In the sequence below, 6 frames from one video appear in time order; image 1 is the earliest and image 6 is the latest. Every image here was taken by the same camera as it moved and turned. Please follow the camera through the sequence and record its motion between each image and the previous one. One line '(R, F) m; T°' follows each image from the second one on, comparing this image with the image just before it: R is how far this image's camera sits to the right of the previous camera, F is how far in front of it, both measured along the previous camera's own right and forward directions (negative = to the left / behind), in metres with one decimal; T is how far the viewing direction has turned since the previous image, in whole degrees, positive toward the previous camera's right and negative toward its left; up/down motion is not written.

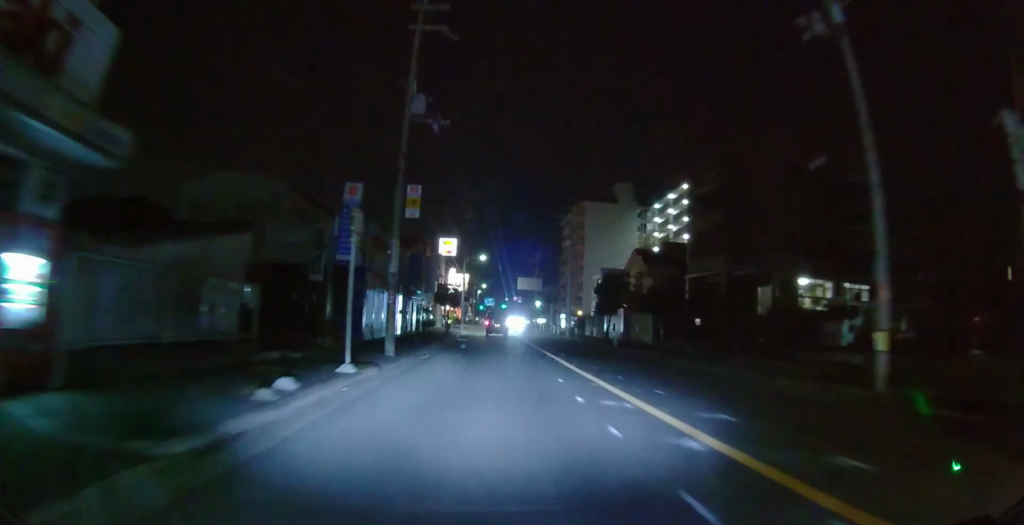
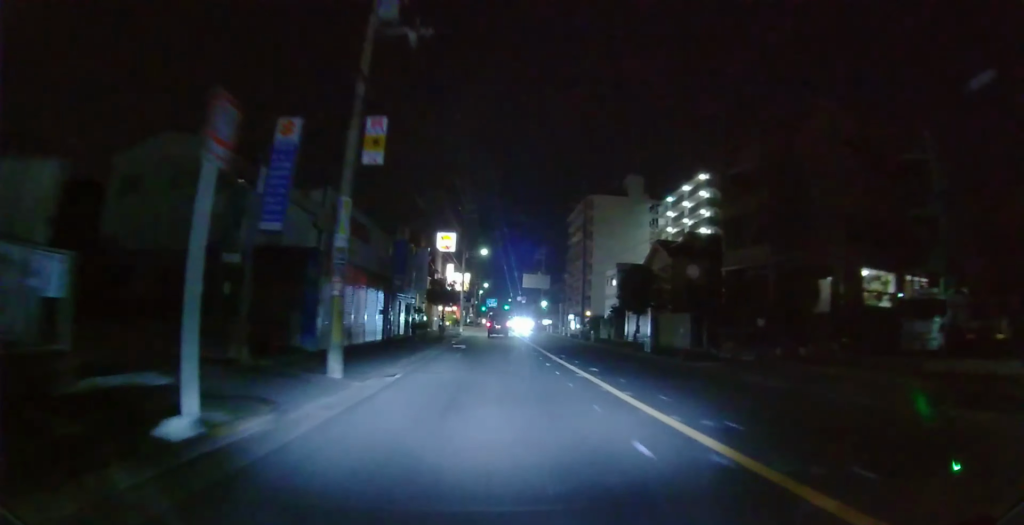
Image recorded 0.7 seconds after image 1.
(0.0, +6.5) m; 0°
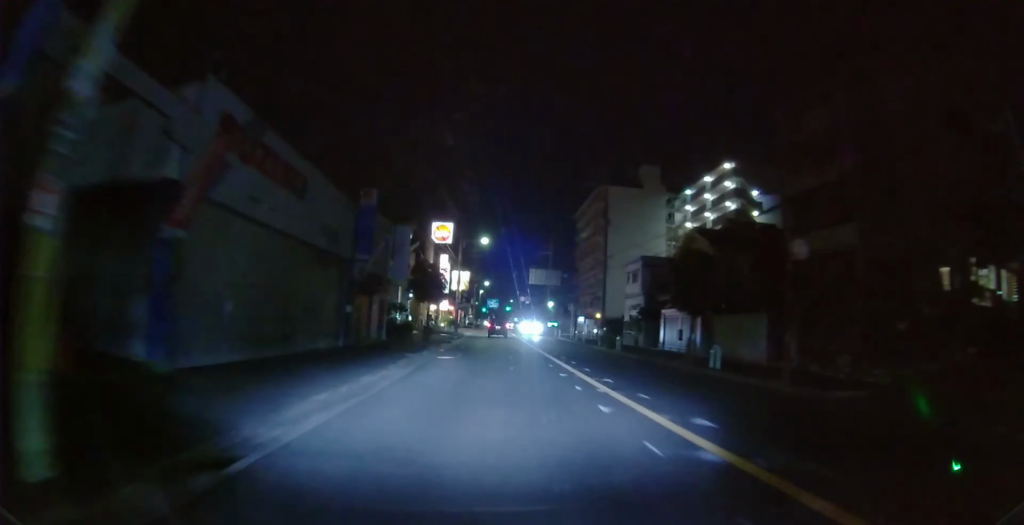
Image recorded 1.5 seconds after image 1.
(0.0, +8.1) m; 0°
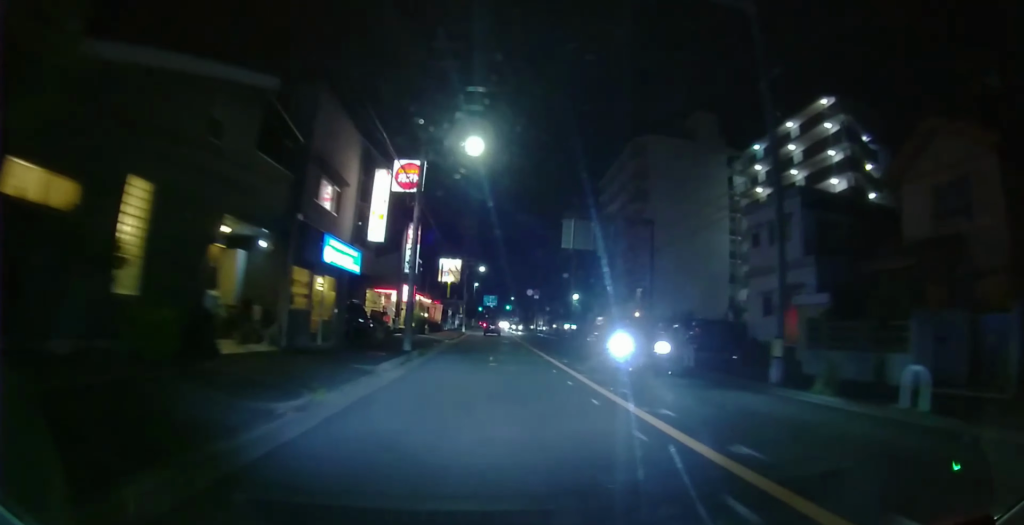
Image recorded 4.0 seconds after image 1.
(0.0, +24.7) m; 0°
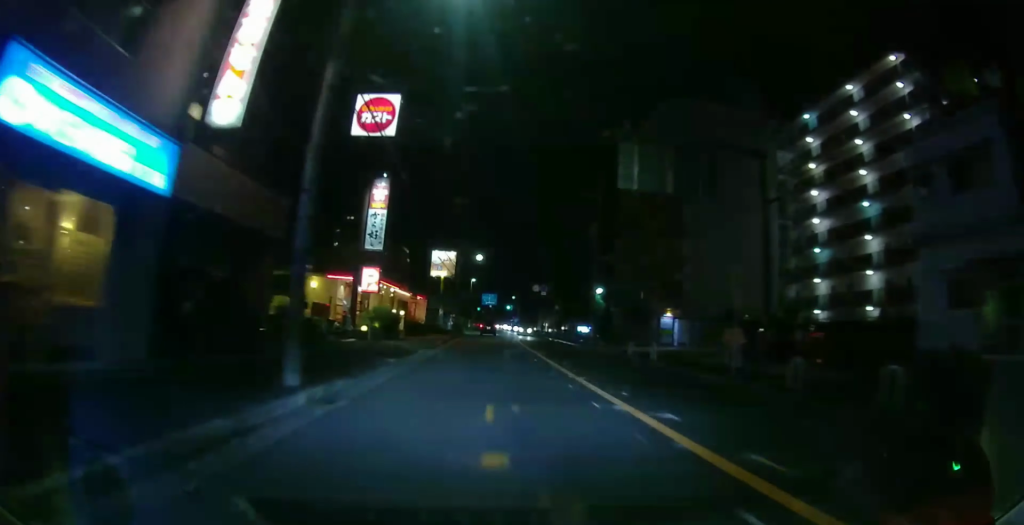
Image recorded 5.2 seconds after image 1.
(0.0, +11.7) m; 0°
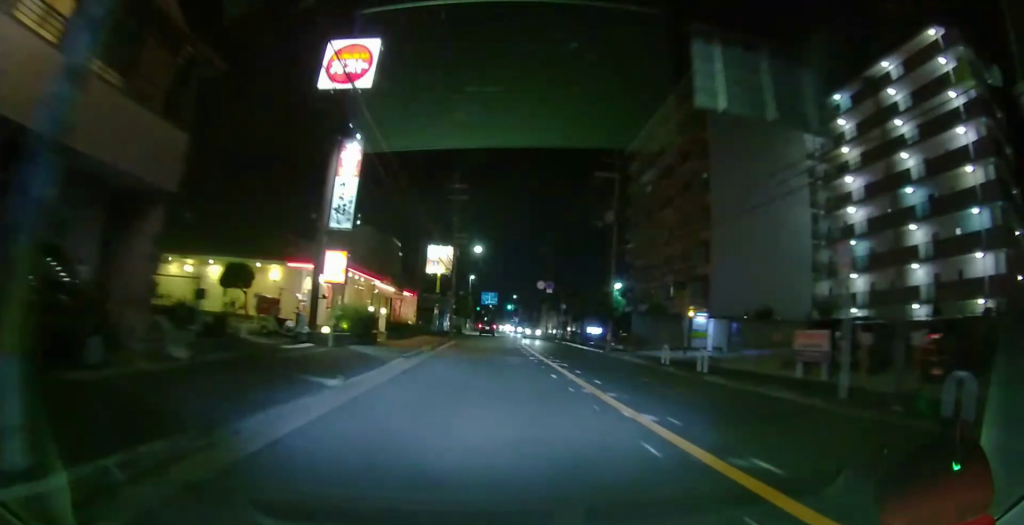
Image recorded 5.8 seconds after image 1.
(0.0, +6.0) m; 0°
